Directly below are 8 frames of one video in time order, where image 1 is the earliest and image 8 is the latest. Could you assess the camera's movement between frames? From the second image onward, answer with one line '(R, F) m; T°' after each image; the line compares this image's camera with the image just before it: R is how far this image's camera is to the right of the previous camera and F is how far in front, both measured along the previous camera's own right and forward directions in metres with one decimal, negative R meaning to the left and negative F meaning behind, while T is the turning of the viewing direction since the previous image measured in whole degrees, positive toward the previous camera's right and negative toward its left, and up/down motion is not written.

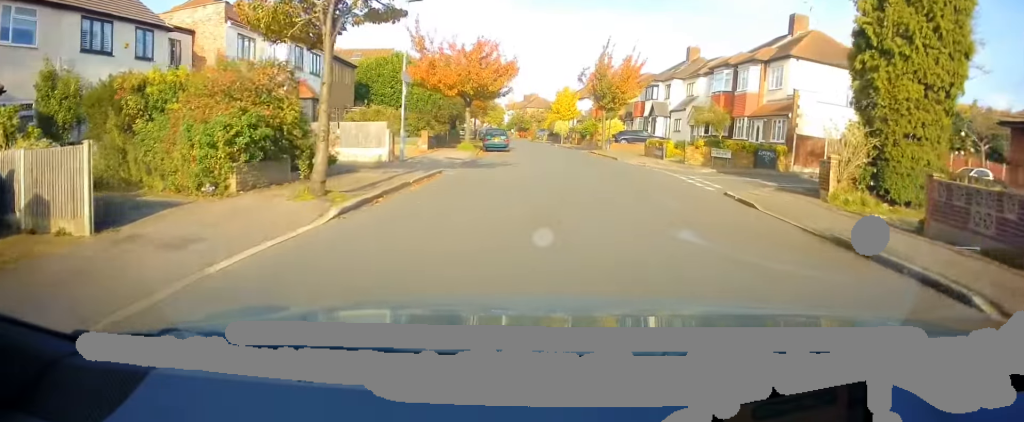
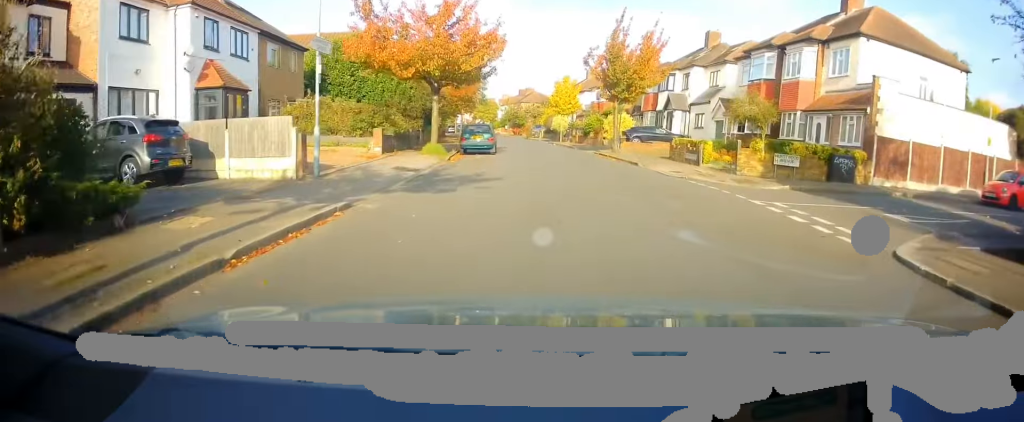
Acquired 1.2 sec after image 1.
(+0.2, +7.8) m; +5°
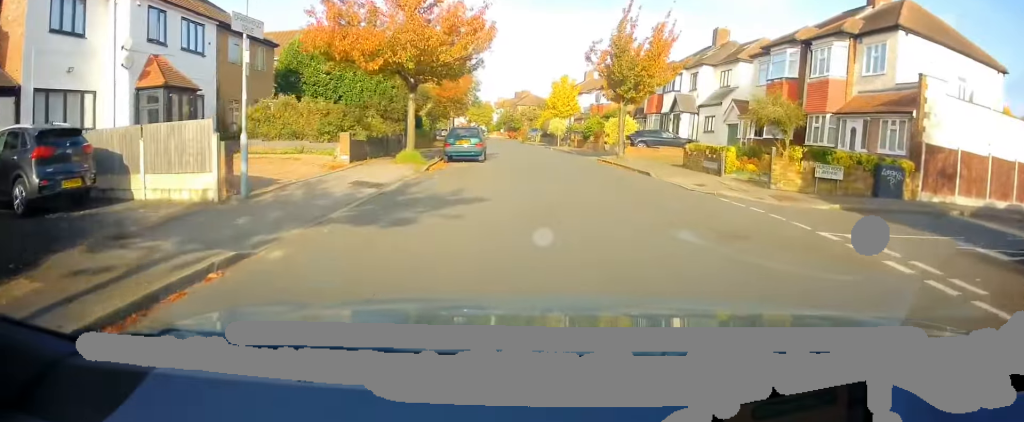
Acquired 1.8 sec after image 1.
(+0.1, +3.3) m; +1°
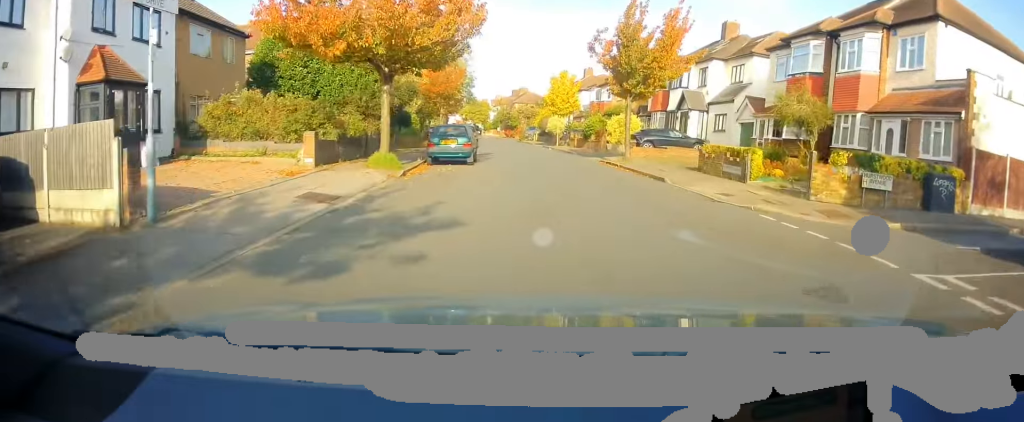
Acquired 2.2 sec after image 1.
(+0.1, +2.7) m; 0°
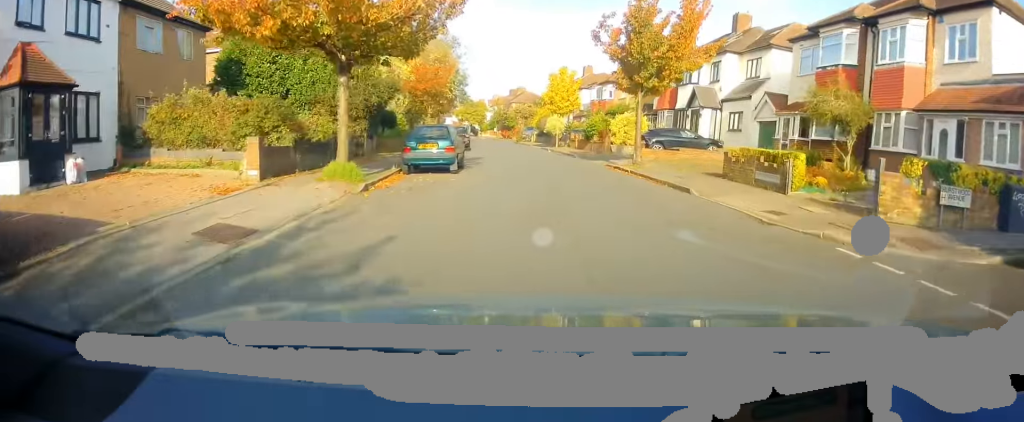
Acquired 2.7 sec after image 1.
(-0.1, +3.1) m; -2°
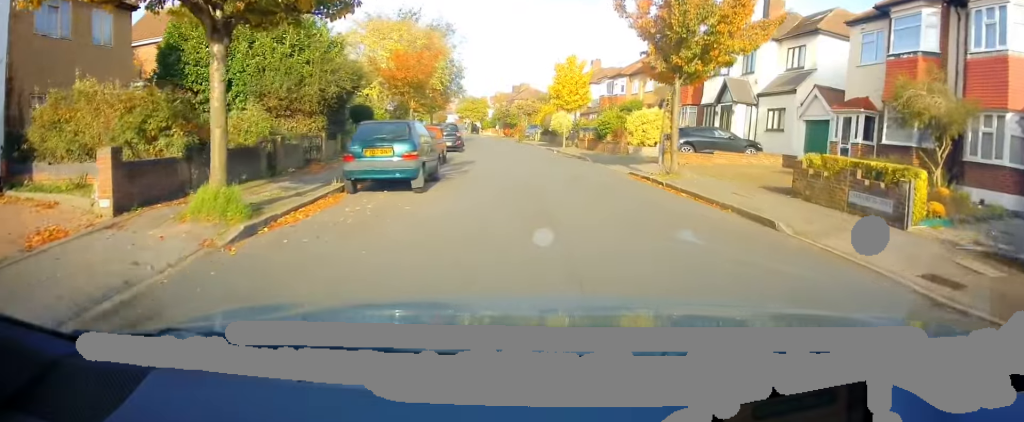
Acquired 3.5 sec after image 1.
(-0.2, +5.2) m; -4°
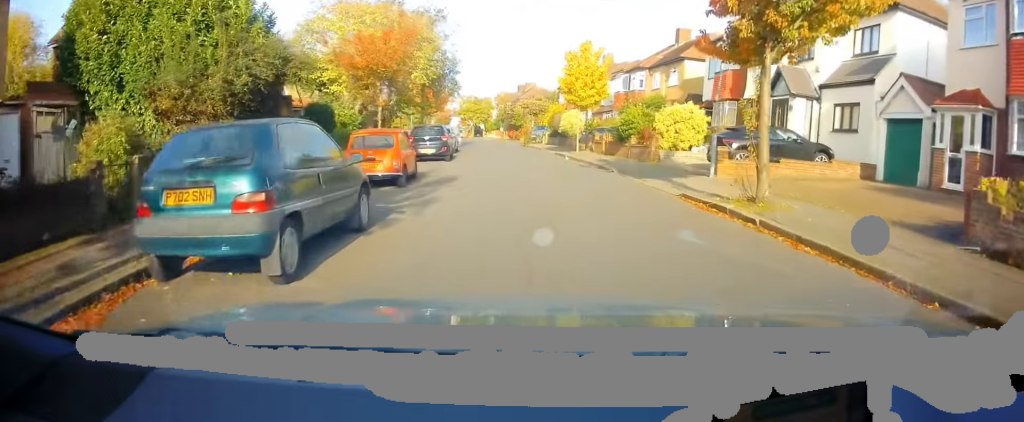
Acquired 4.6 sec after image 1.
(-0.2, +6.2) m; +1°
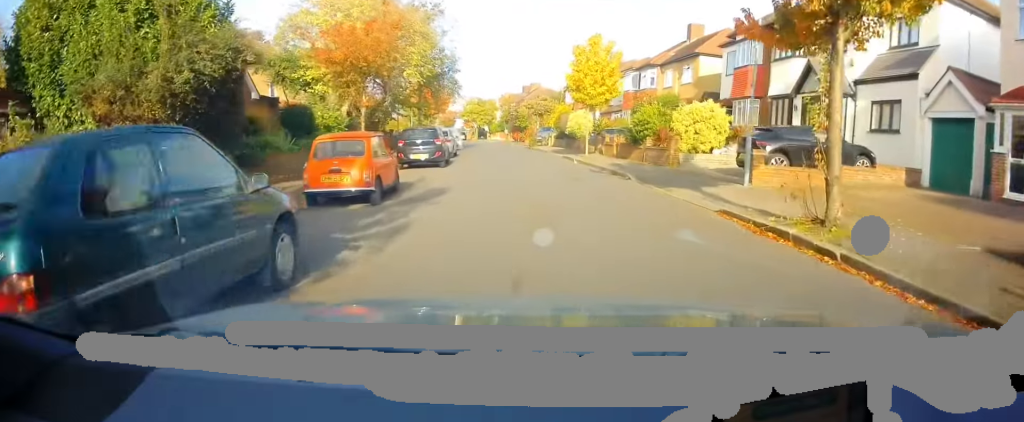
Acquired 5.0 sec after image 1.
(+0.1, +2.4) m; +1°
